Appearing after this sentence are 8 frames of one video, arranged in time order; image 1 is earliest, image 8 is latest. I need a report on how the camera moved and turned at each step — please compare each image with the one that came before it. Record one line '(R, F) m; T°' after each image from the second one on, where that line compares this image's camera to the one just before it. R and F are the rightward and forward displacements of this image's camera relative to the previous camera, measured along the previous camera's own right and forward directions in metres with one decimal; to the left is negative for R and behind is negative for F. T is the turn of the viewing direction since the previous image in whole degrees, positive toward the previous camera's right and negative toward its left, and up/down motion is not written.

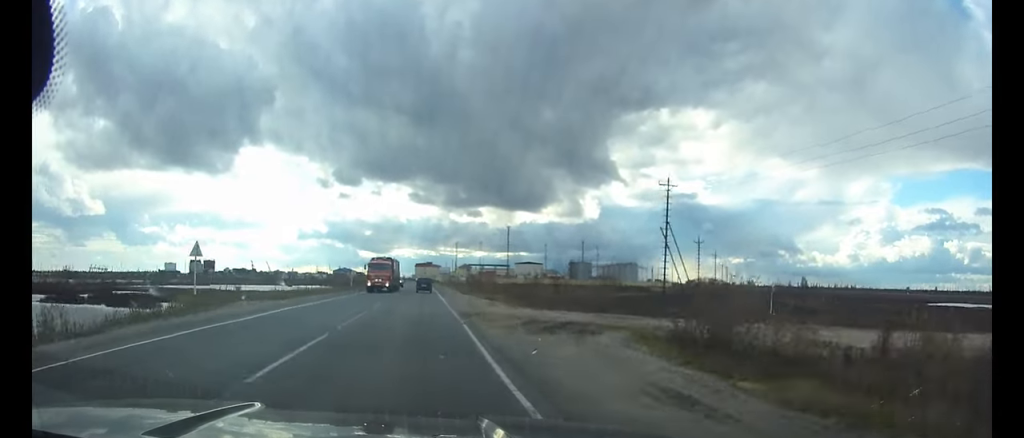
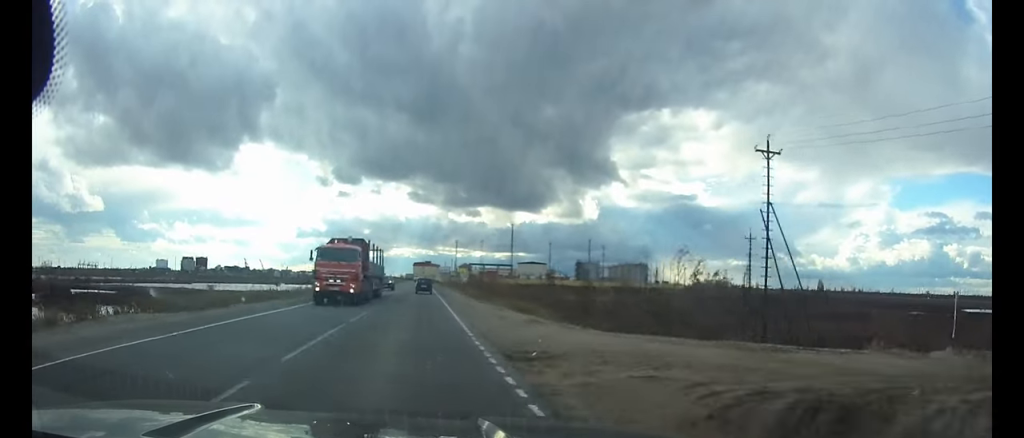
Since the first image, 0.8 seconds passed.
(0.0, +14.3) m; 0°
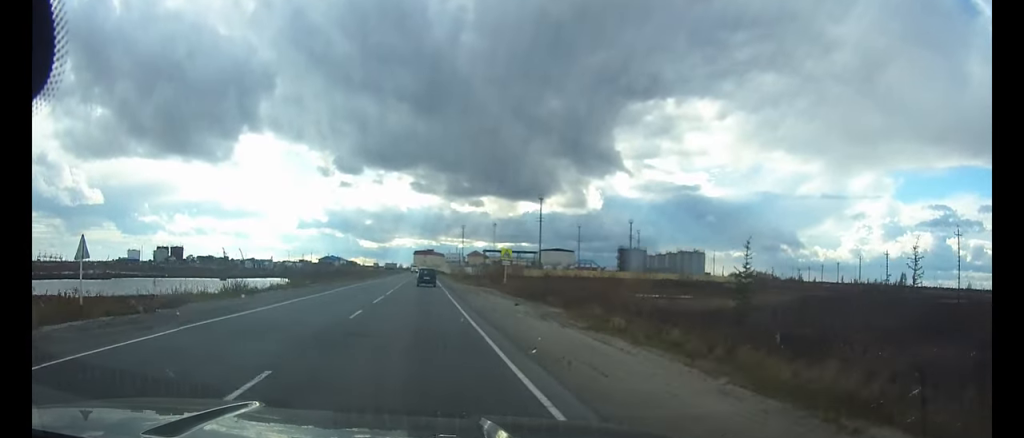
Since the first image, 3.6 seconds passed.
(0.0, +52.0) m; 0°
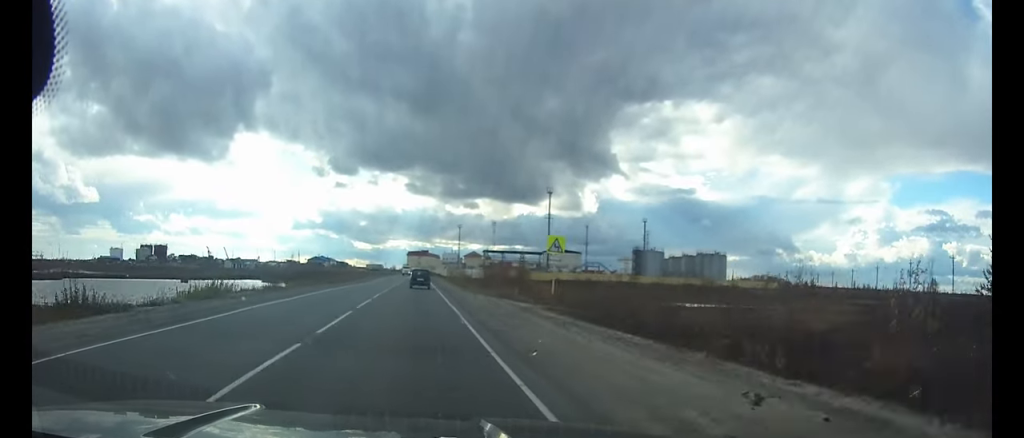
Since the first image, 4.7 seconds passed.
(0.0, +19.3) m; 0°
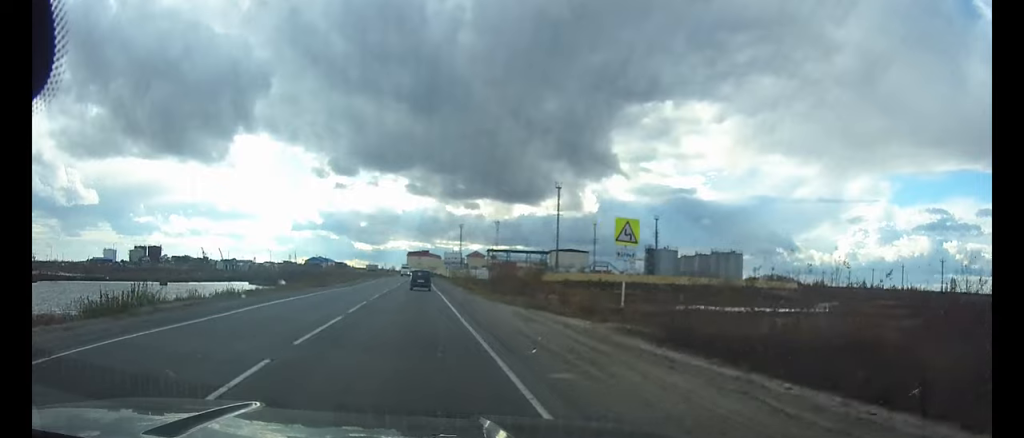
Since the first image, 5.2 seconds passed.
(0.0, +10.4) m; 0°
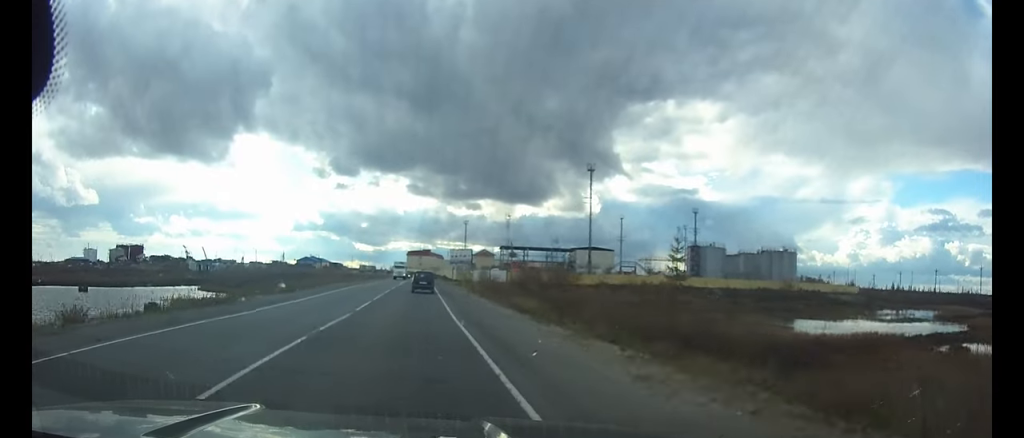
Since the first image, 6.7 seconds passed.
(0.0, +27.4) m; 0°
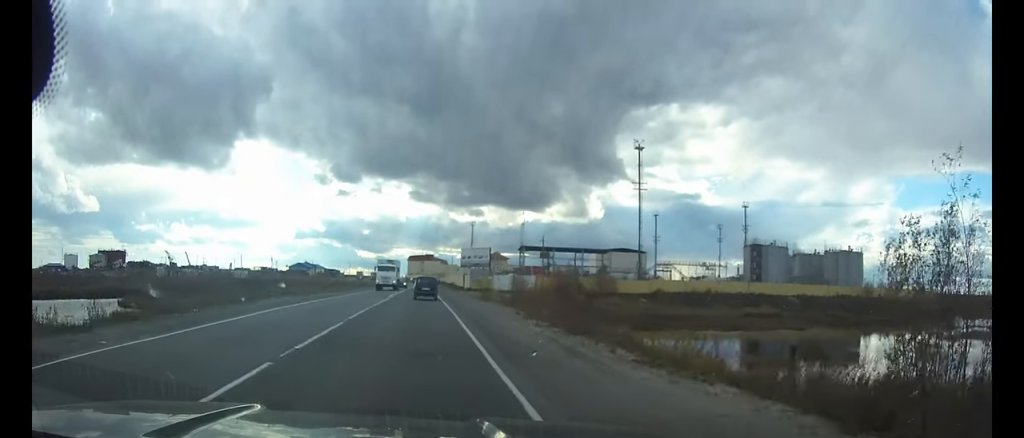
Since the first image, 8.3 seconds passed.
(0.0, +26.2) m; 0°
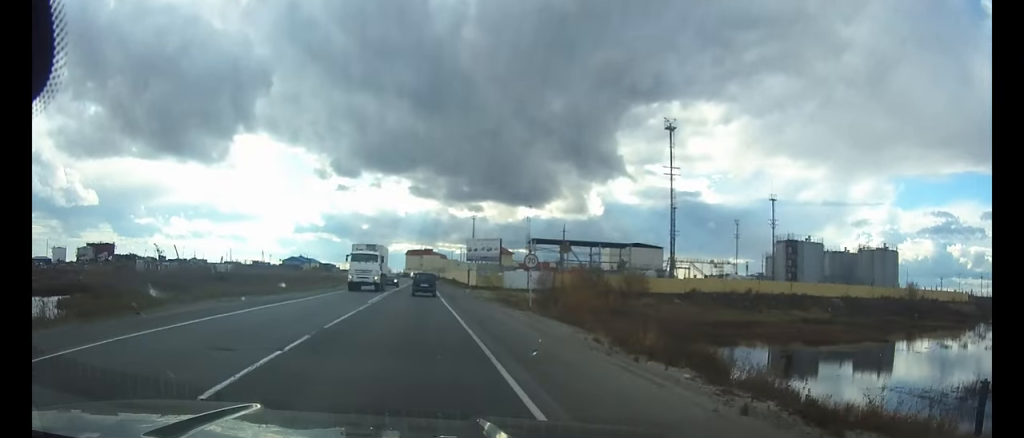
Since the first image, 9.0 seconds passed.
(0.0, +12.7) m; 0°
